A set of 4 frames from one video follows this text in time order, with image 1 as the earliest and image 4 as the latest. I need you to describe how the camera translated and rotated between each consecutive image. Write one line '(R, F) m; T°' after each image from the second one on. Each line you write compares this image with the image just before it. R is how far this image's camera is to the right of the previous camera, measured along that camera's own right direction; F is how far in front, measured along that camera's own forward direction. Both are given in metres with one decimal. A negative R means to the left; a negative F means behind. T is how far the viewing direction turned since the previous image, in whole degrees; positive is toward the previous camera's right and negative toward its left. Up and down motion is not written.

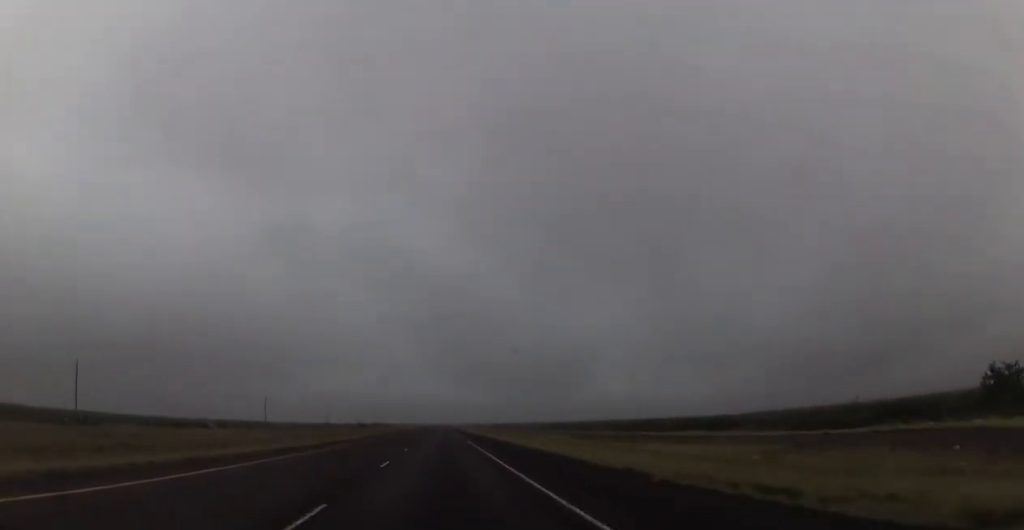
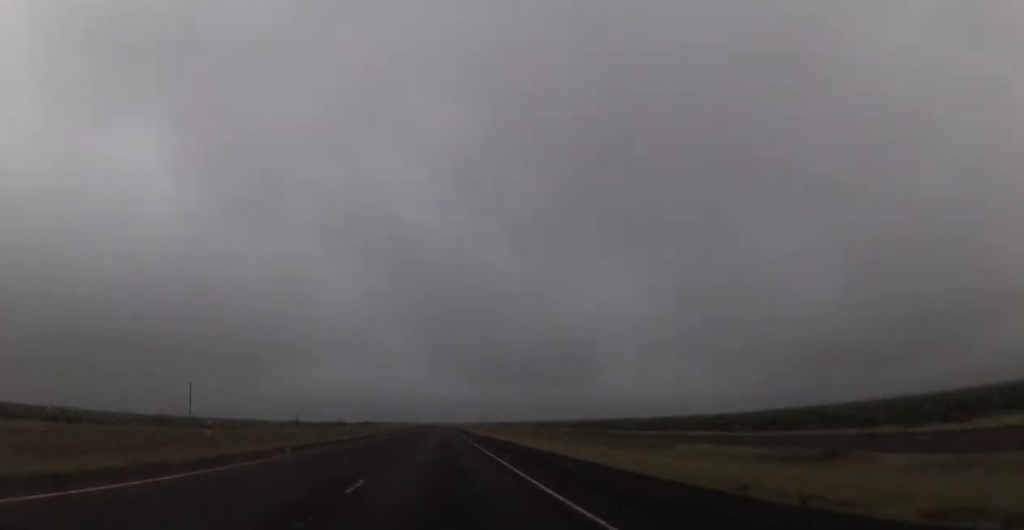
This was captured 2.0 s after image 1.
(0.0, +68.7) m; +1°
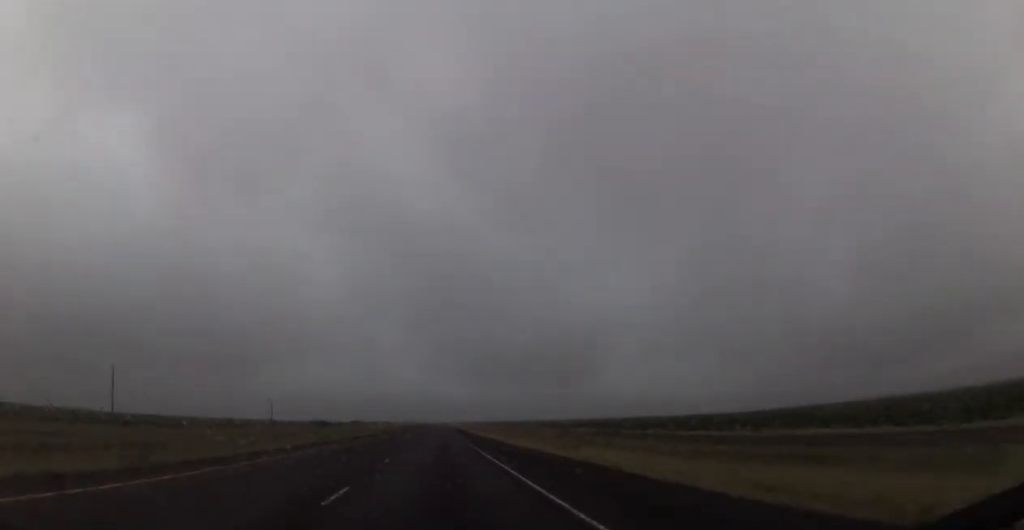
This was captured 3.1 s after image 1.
(+0.2, +38.5) m; 0°
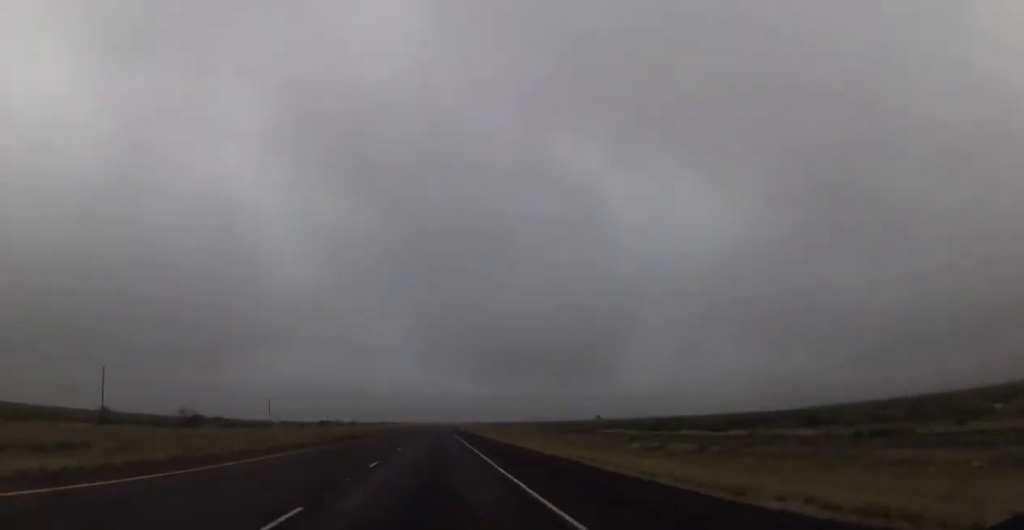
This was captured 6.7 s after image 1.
(-0.7, +126.3) m; 0°
